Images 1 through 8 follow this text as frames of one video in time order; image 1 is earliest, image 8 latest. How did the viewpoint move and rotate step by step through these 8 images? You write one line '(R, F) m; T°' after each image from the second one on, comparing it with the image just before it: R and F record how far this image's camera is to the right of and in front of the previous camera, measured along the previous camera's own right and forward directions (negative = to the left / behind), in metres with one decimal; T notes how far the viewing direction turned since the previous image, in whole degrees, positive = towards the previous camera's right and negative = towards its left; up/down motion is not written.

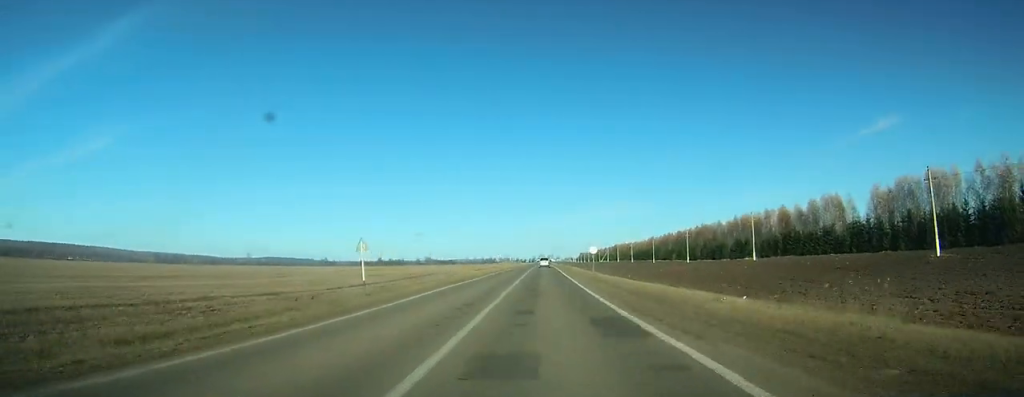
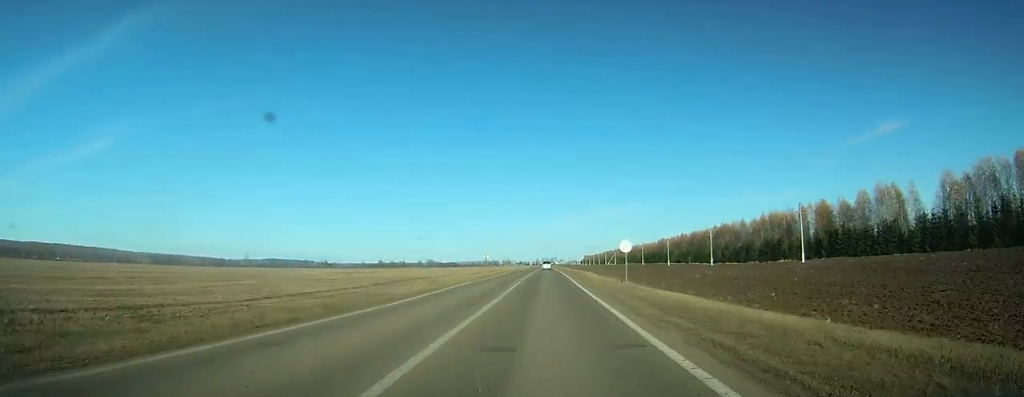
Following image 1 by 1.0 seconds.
(-0.1, +21.6) m; 0°
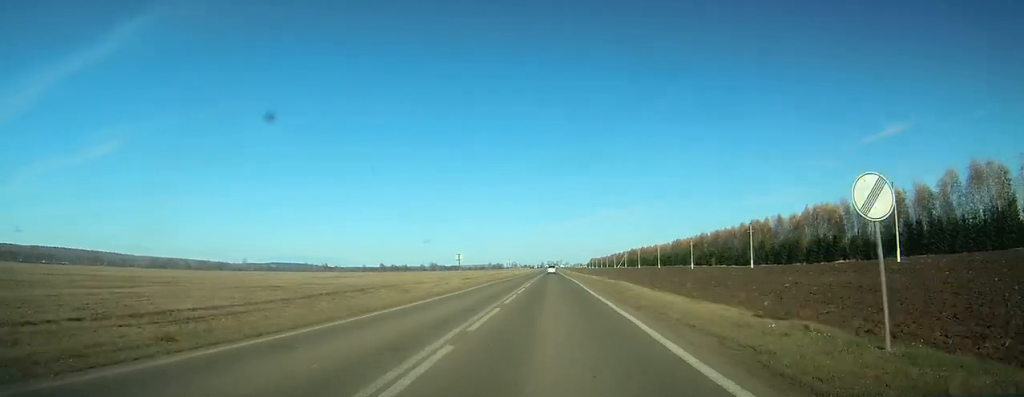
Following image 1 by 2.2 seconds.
(-0.1, +25.9) m; 0°
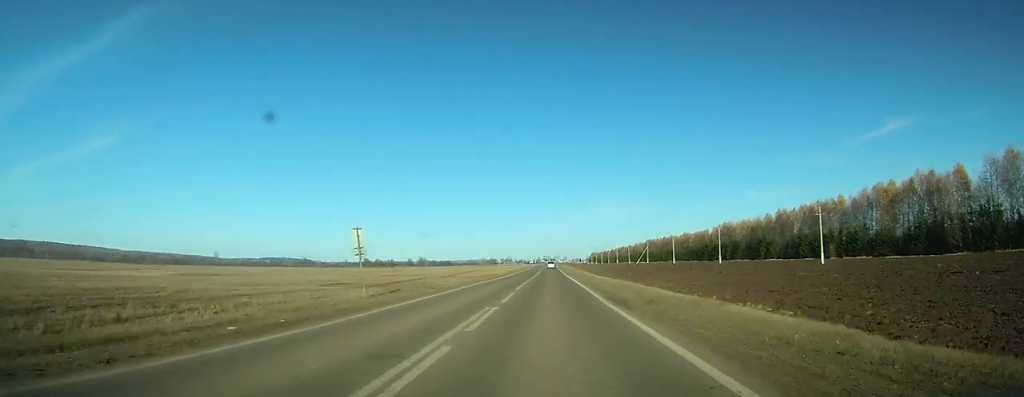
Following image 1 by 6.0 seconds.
(+0.1, +83.2) m; 0°
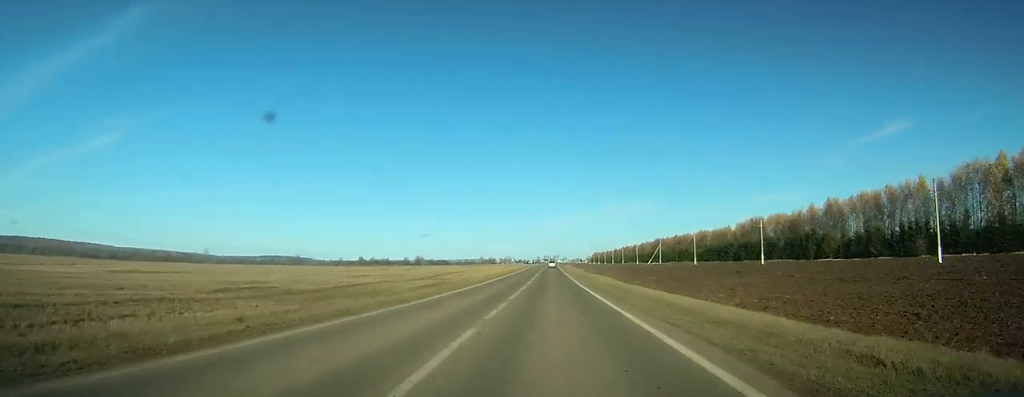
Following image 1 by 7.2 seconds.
(0.0, +30.3) m; 0°
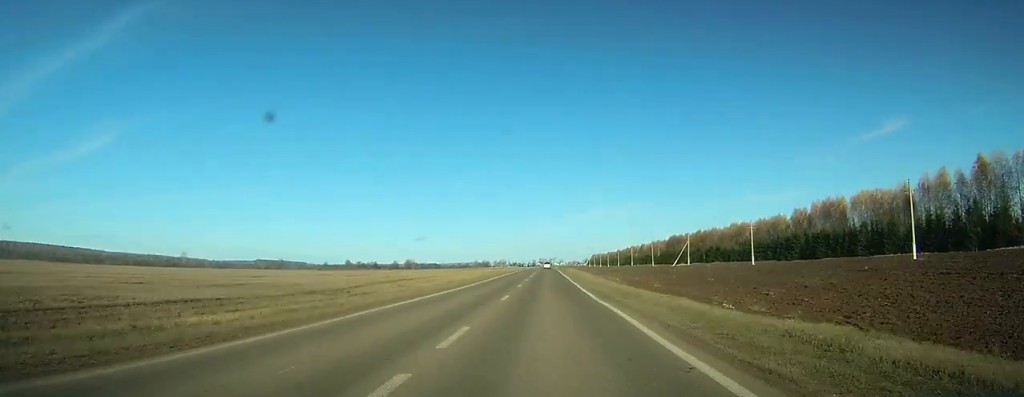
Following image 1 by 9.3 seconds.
(0.0, +53.2) m; 0°
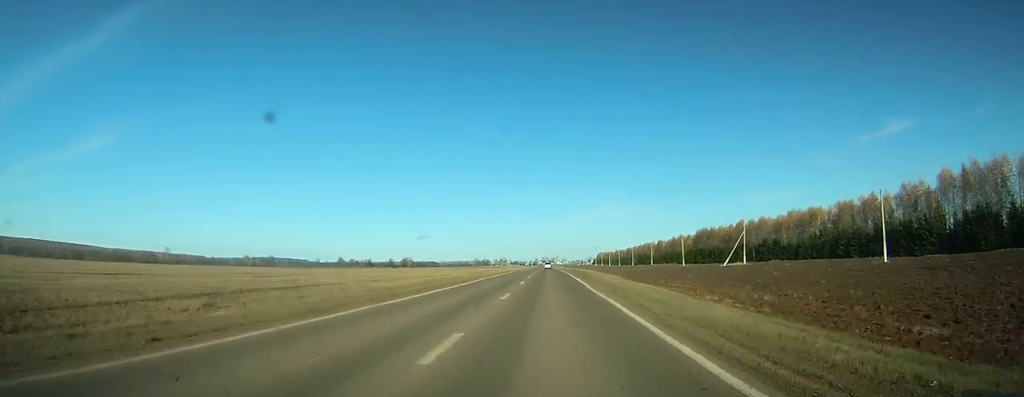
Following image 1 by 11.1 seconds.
(-0.1, +48.0) m; 0°
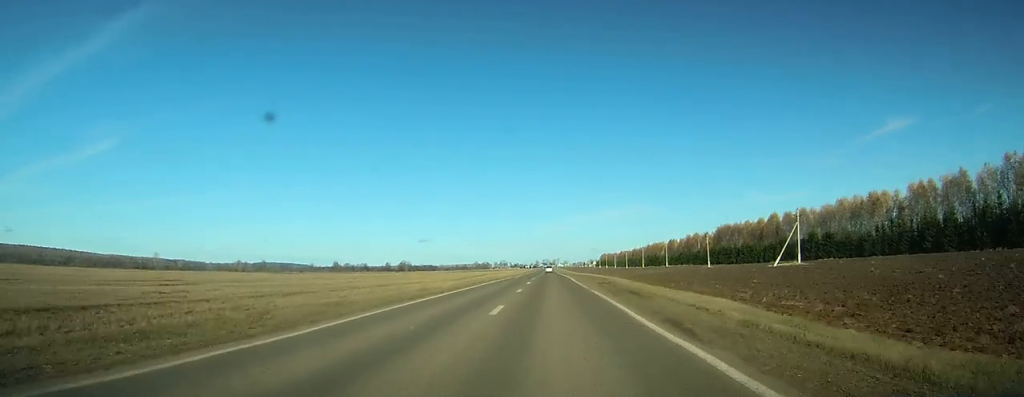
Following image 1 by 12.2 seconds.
(-0.1, +27.0) m; 0°
